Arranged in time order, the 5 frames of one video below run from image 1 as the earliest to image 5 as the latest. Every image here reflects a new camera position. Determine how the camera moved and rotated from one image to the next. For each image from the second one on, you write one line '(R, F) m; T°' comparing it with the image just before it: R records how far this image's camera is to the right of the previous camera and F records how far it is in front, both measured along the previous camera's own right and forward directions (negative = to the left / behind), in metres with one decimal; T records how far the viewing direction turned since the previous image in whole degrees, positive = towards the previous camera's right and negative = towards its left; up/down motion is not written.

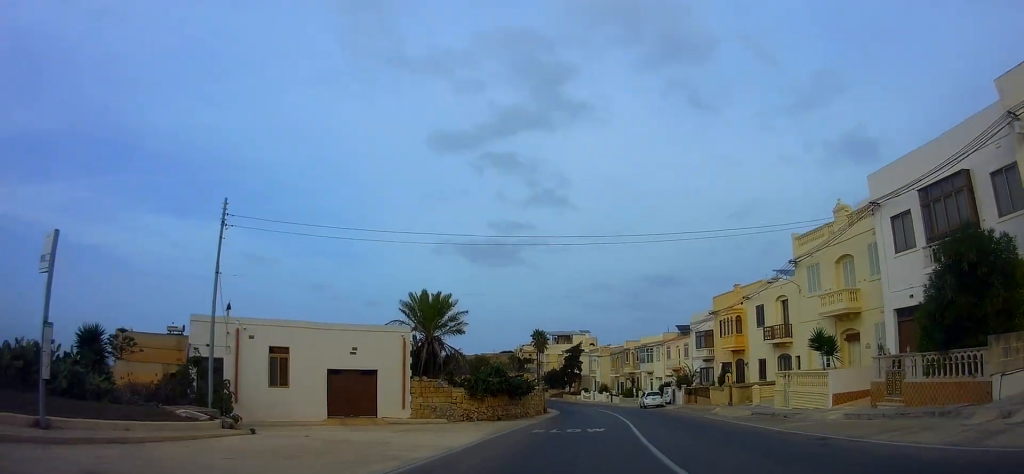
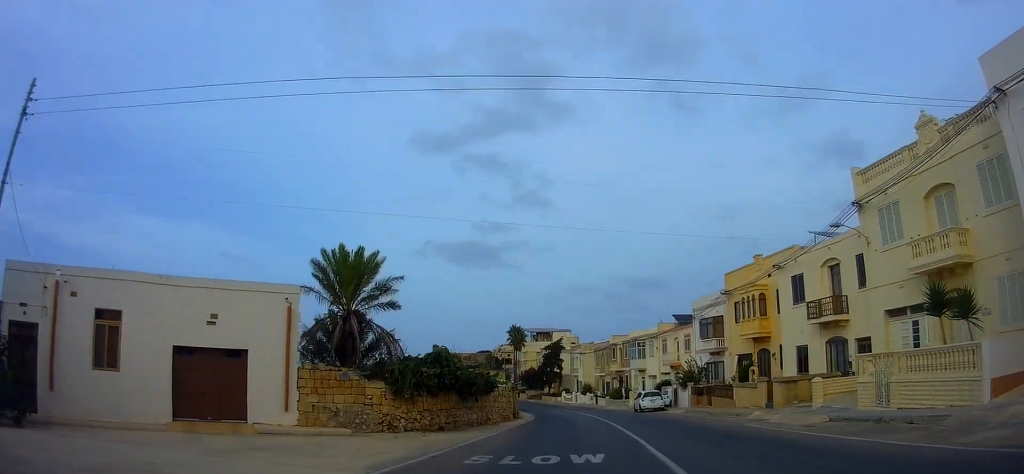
(0.0, +9.4) m; 0°
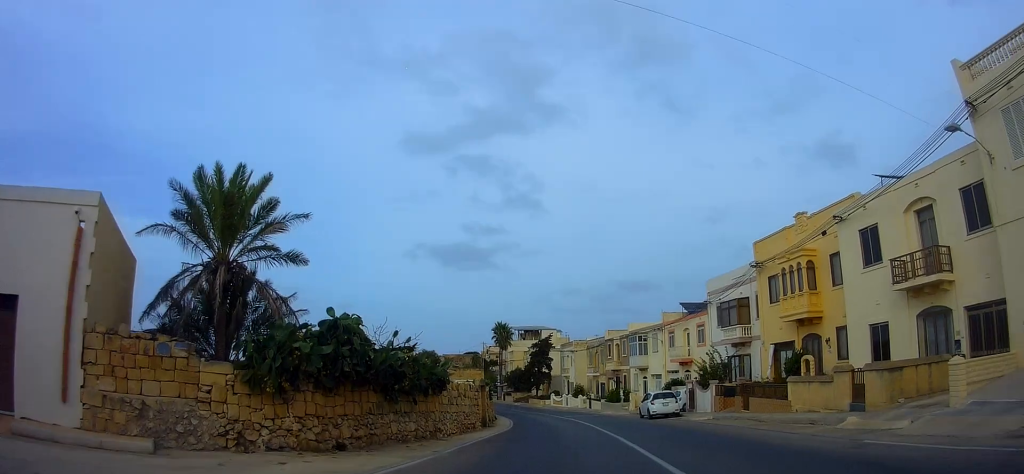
(0.0, +8.4) m; 0°
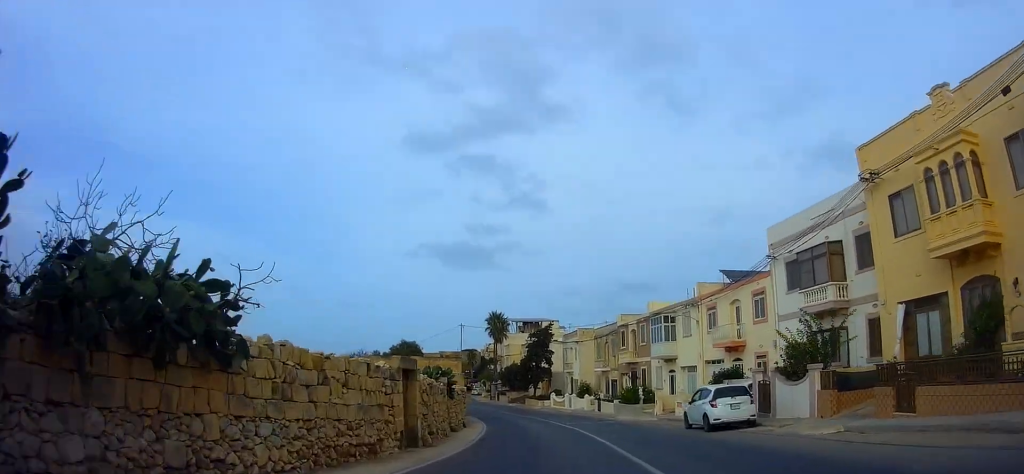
(0.0, +12.3) m; +3°
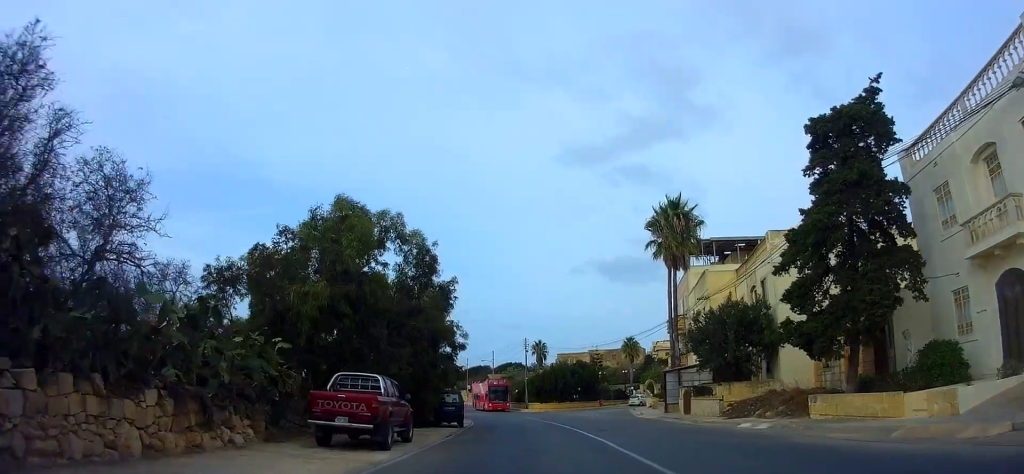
(-4.8, +51.7) m; -14°
